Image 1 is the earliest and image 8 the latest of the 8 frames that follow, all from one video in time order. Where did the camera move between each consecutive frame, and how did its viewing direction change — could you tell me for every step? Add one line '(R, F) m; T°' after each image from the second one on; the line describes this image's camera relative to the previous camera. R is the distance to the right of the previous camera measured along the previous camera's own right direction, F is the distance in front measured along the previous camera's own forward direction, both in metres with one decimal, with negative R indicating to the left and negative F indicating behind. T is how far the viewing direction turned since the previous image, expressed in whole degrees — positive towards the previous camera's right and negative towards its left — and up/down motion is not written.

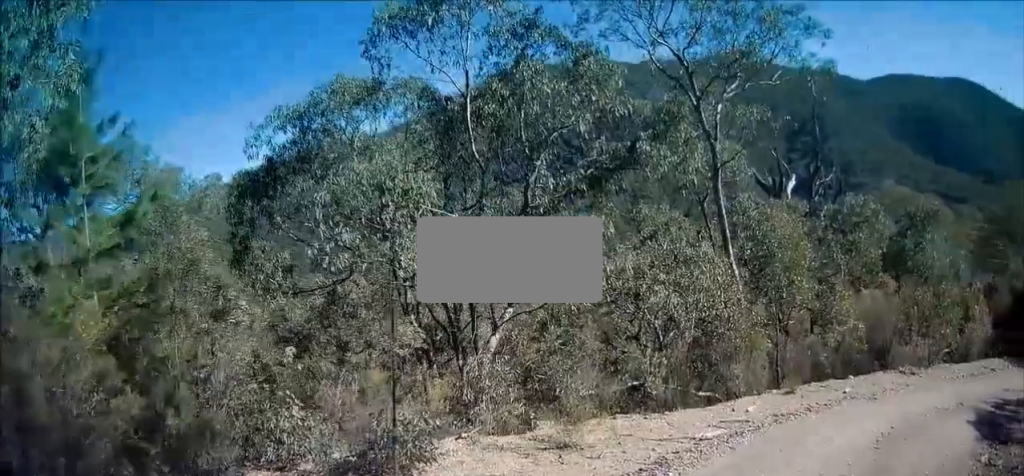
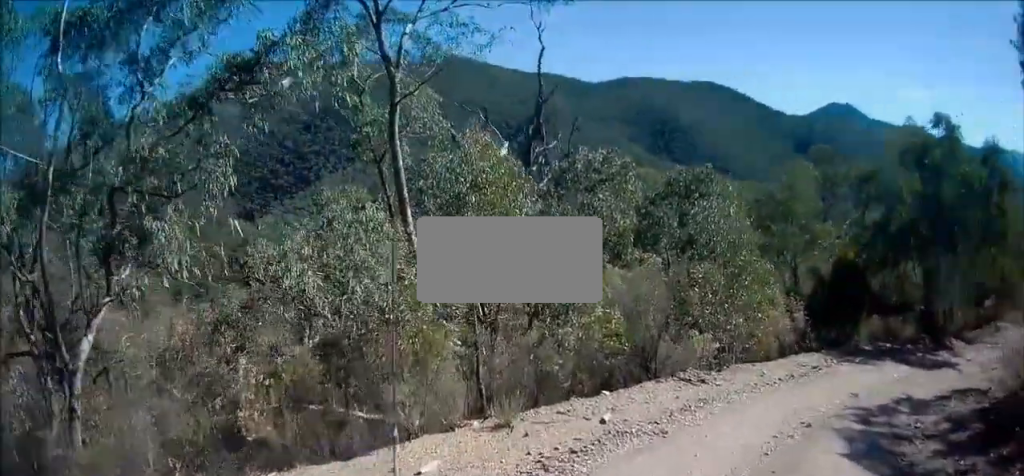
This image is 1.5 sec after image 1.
(+1.2, +4.0) m; +35°
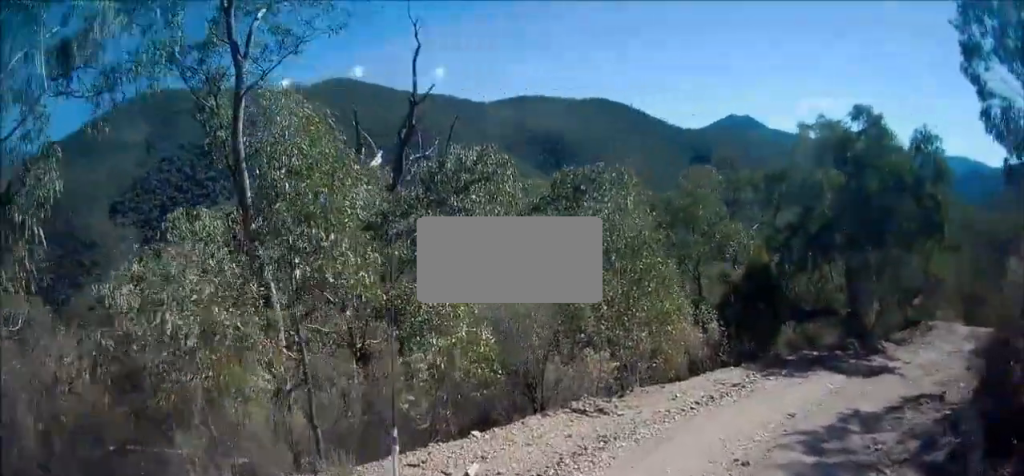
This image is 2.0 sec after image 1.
(+0.3, +1.8) m; +9°
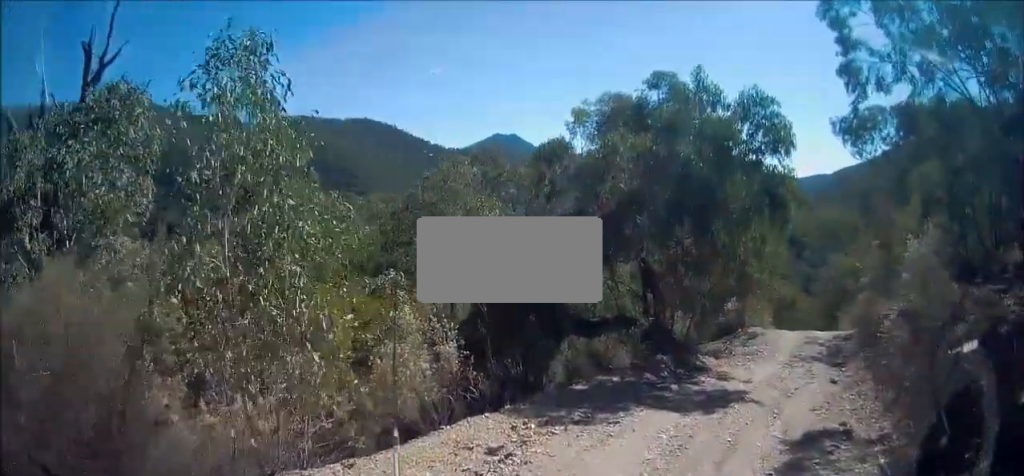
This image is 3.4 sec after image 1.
(+0.7, +4.7) m; +17°
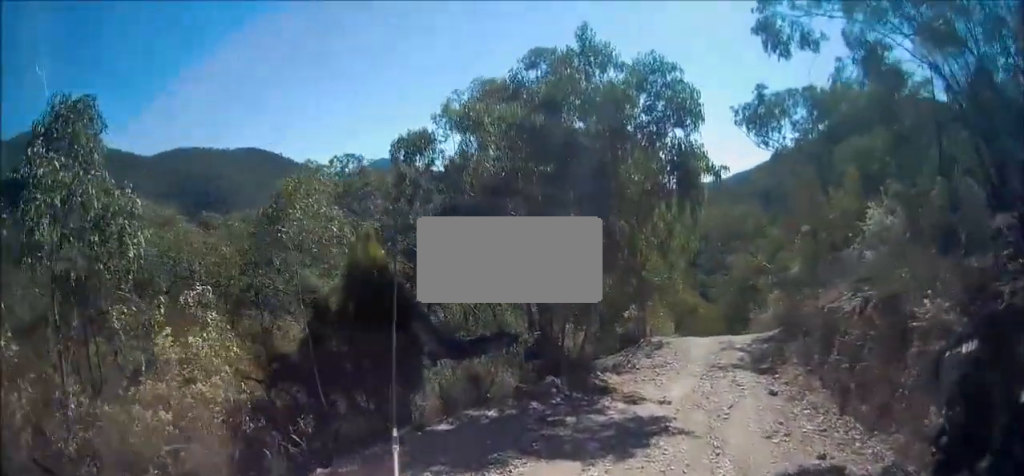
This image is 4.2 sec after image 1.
(+0.3, +2.4) m; +8°
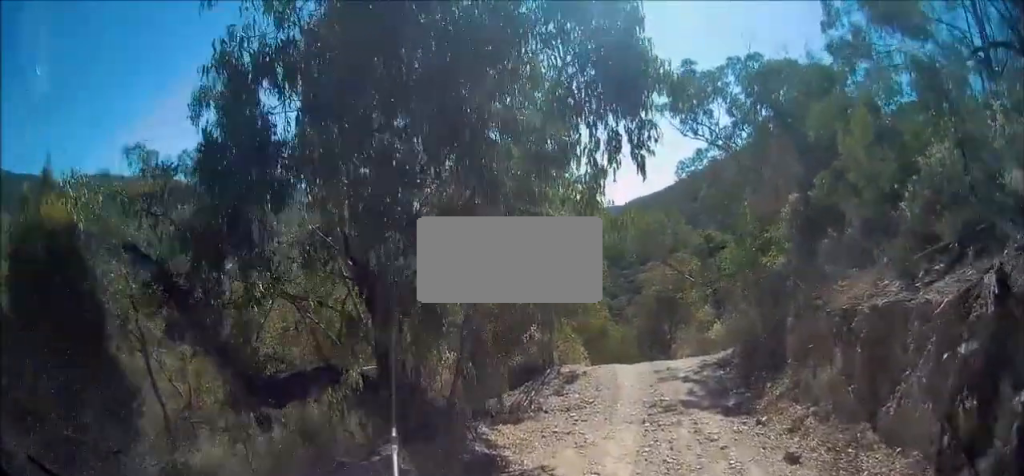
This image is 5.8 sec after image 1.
(+0.2, +4.9) m; -1°
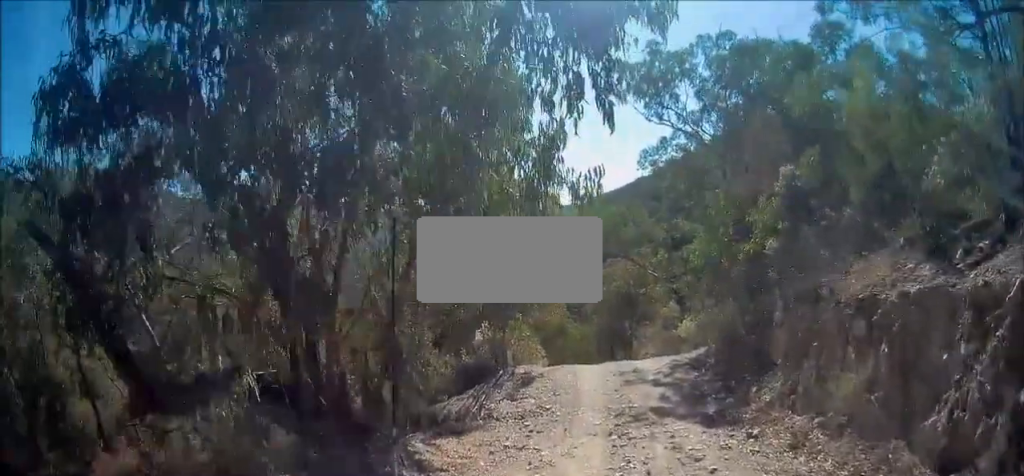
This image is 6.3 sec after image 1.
(+0.1, +1.6) m; -4°
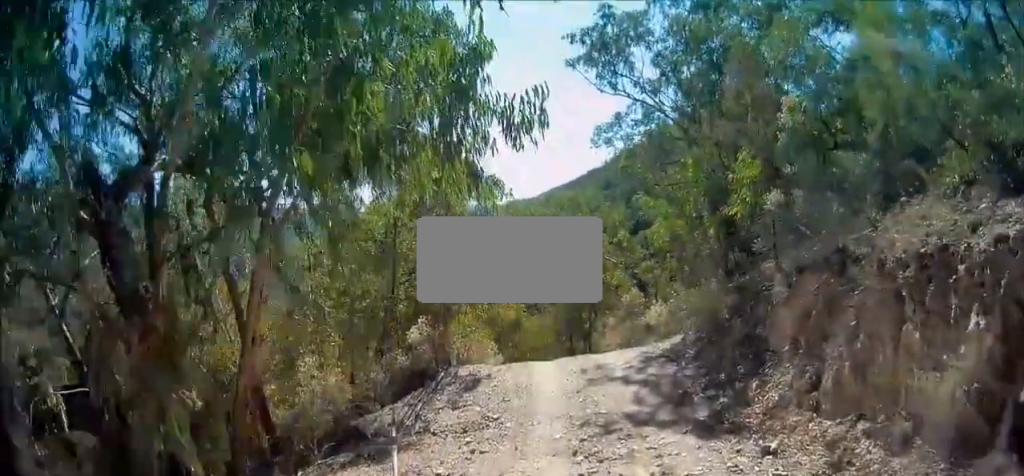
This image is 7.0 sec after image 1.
(-0.3, +2.2) m; +1°
